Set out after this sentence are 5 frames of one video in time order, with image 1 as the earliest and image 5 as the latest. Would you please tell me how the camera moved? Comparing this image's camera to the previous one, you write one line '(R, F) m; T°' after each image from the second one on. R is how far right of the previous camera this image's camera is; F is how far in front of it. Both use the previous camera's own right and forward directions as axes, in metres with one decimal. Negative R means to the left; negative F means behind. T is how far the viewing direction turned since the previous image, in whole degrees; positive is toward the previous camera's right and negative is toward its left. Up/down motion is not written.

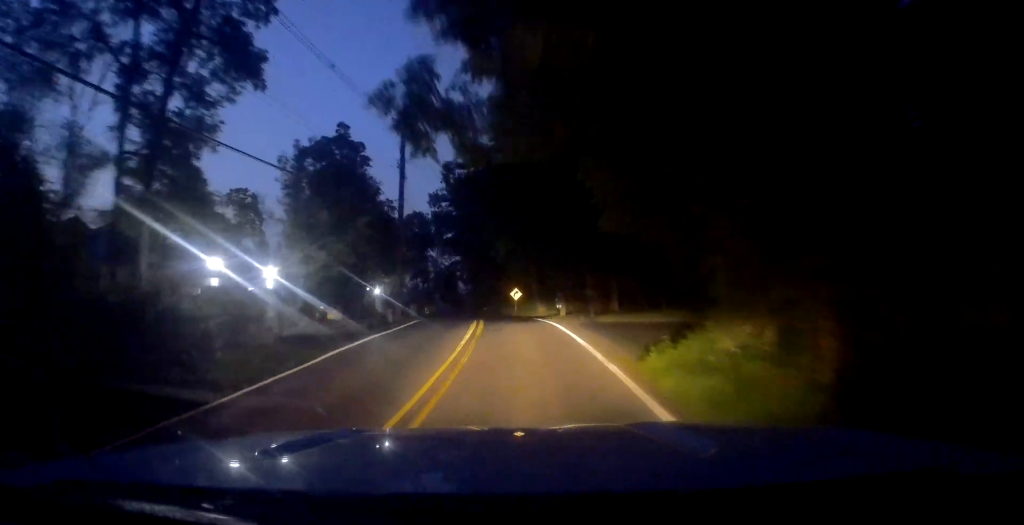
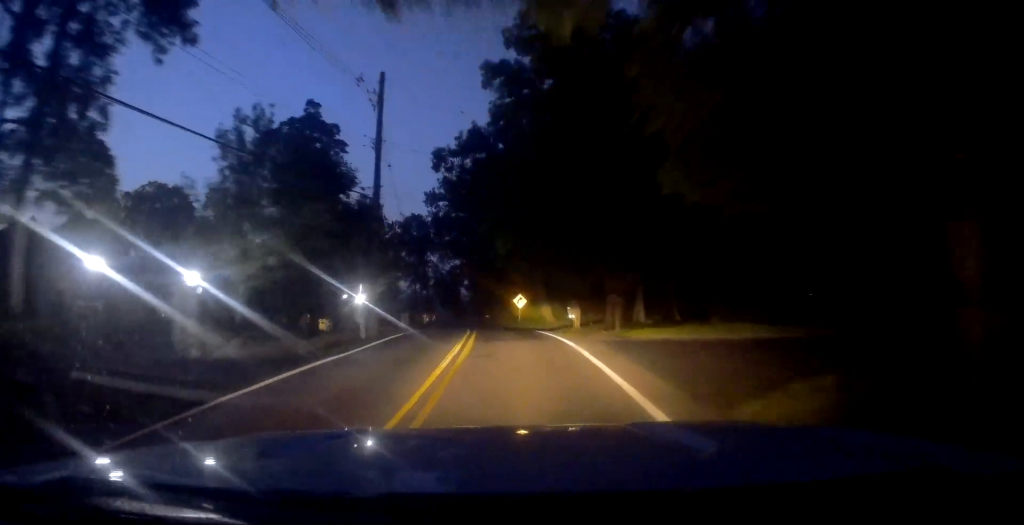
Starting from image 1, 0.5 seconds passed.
(-0.2, +6.2) m; -2°
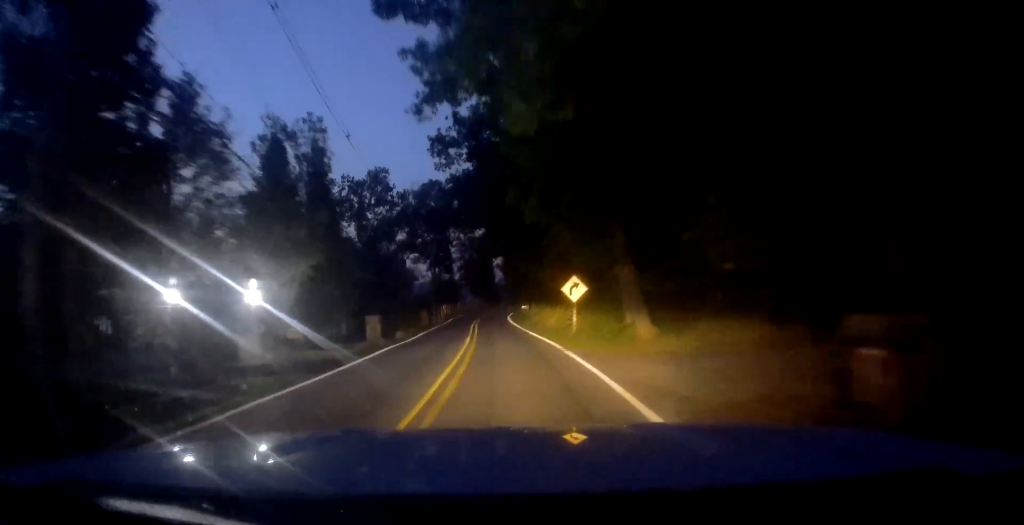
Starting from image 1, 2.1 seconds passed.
(-1.0, +21.3) m; -5°
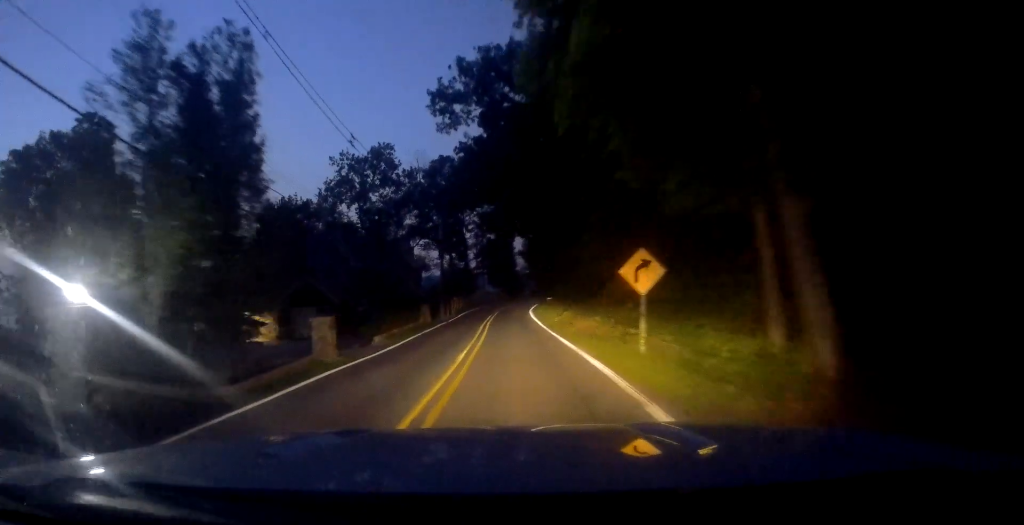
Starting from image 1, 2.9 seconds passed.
(-0.1, +10.3) m; -2°
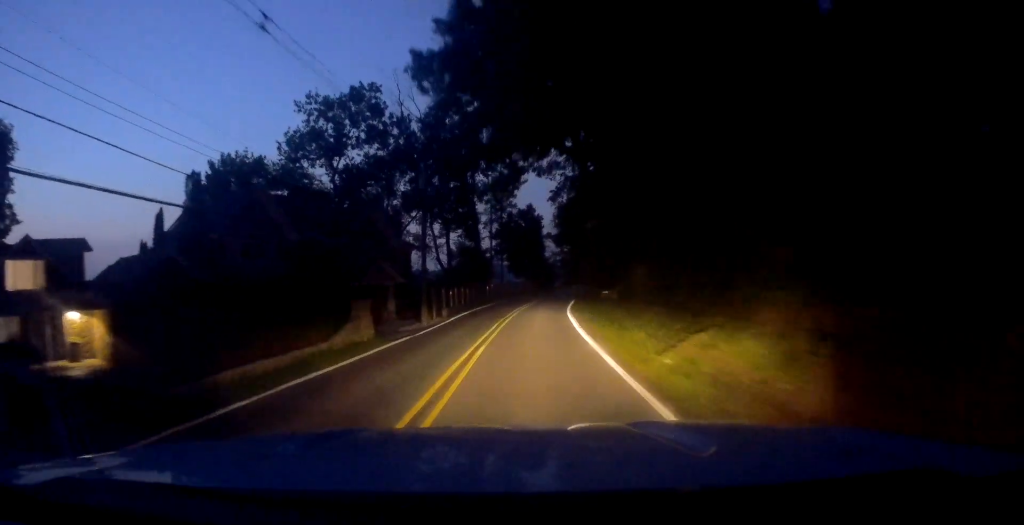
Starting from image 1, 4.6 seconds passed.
(-0.3, +21.6) m; -1°
